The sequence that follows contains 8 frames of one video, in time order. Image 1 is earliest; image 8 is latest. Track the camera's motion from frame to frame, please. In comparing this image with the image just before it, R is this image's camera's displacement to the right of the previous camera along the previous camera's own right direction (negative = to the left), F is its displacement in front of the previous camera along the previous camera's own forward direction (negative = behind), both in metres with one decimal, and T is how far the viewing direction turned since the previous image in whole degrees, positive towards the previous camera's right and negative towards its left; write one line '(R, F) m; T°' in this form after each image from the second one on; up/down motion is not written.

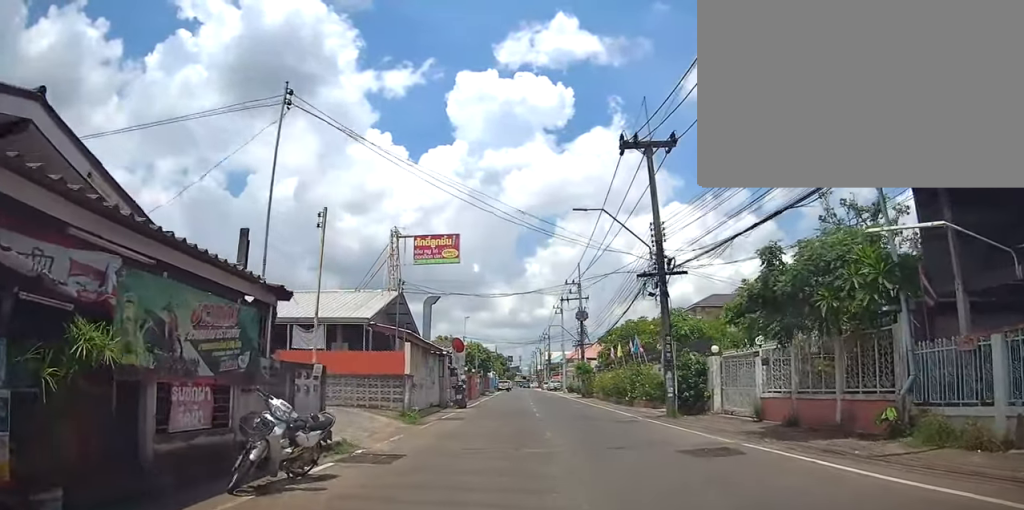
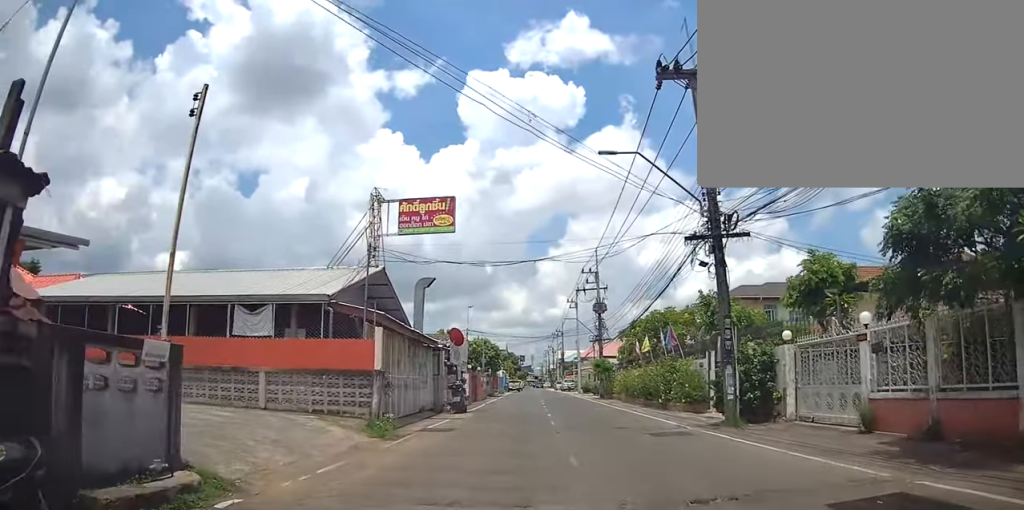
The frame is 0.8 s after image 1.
(-0.2, +5.4) m; -2°
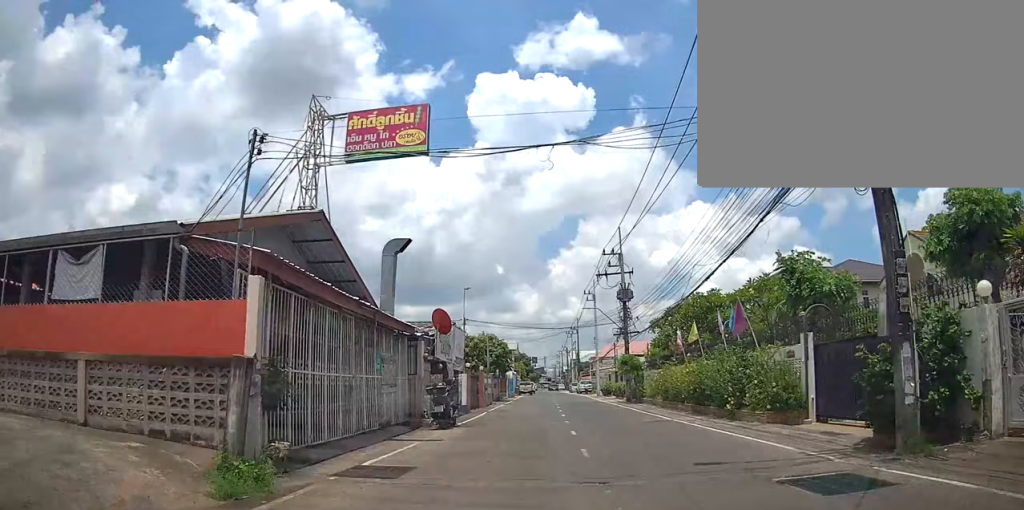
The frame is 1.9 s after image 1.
(+0.2, +7.6) m; +3°
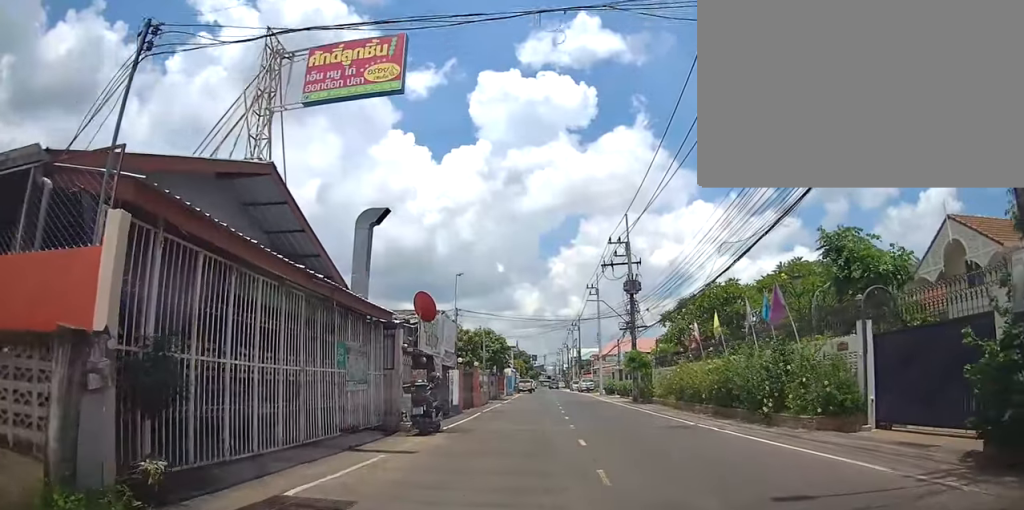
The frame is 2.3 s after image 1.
(+0.4, +2.9) m; -2°
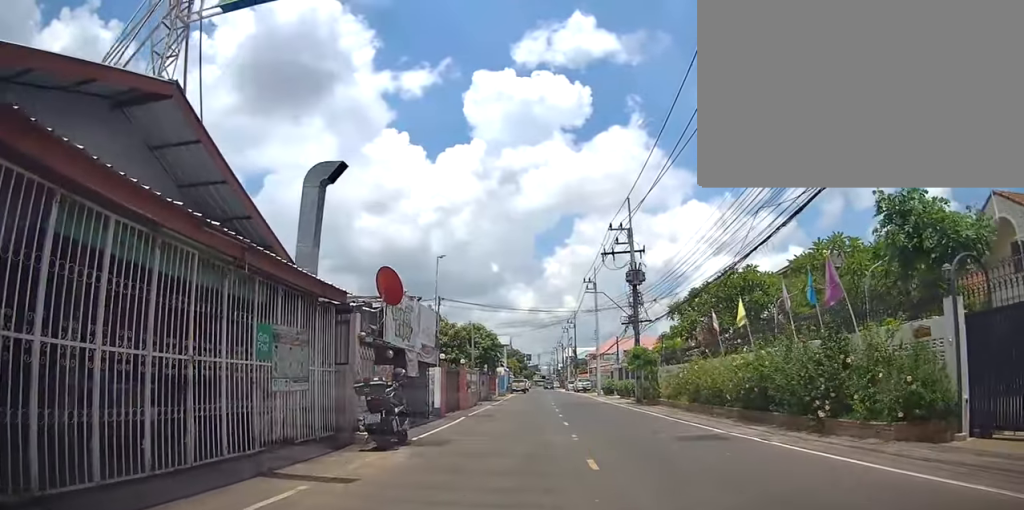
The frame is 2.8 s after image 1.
(0.0, +3.2) m; -1°
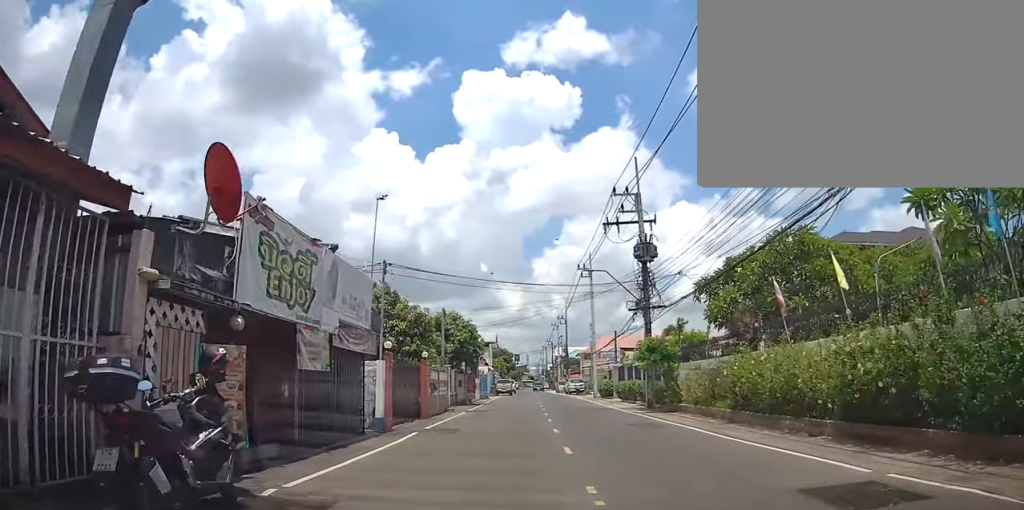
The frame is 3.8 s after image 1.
(-0.9, +6.1) m; +1°
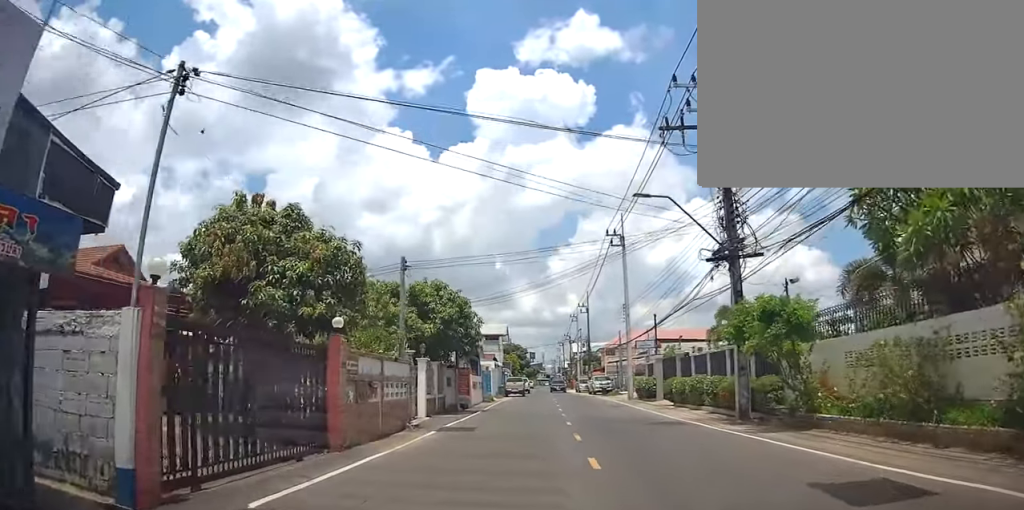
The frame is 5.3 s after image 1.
(+1.0, +9.8) m; 0°
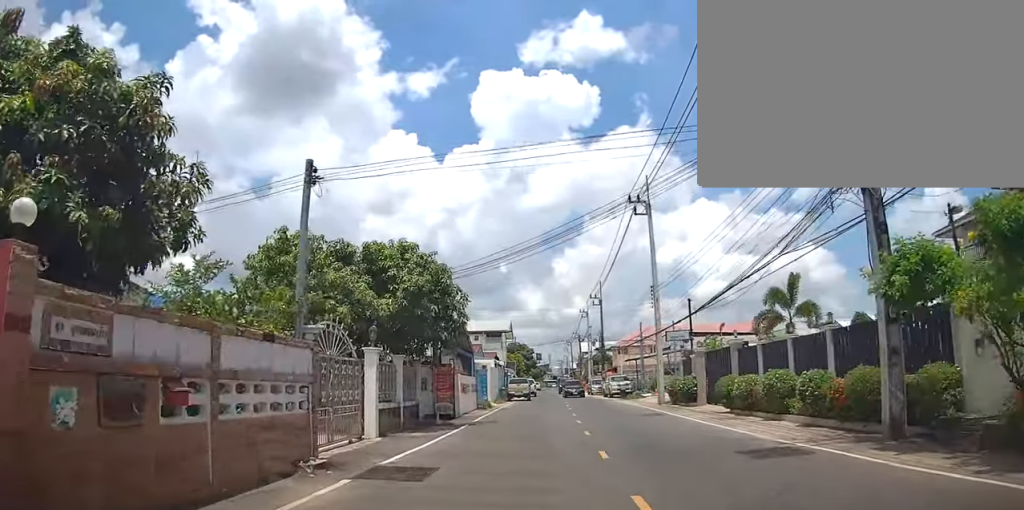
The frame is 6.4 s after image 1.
(-0.3, +7.1) m; -3°
